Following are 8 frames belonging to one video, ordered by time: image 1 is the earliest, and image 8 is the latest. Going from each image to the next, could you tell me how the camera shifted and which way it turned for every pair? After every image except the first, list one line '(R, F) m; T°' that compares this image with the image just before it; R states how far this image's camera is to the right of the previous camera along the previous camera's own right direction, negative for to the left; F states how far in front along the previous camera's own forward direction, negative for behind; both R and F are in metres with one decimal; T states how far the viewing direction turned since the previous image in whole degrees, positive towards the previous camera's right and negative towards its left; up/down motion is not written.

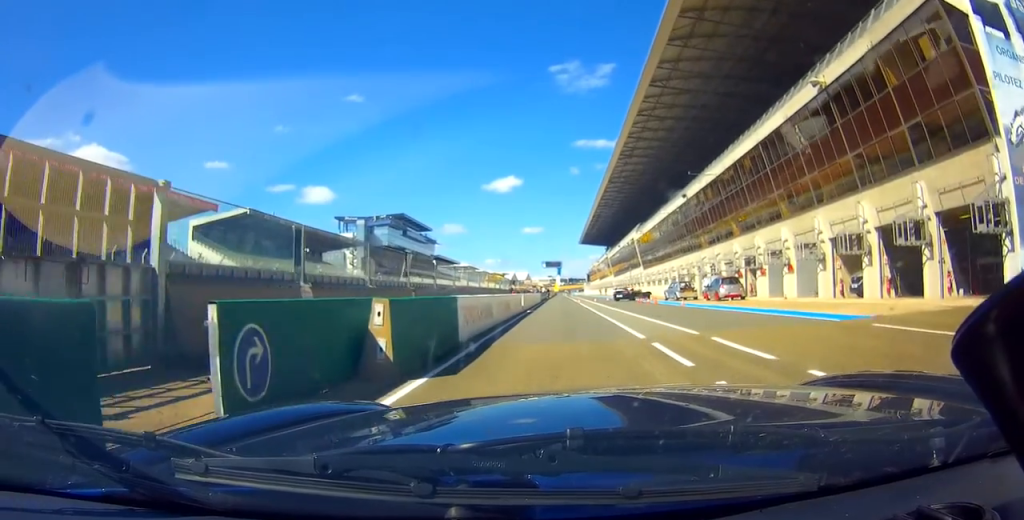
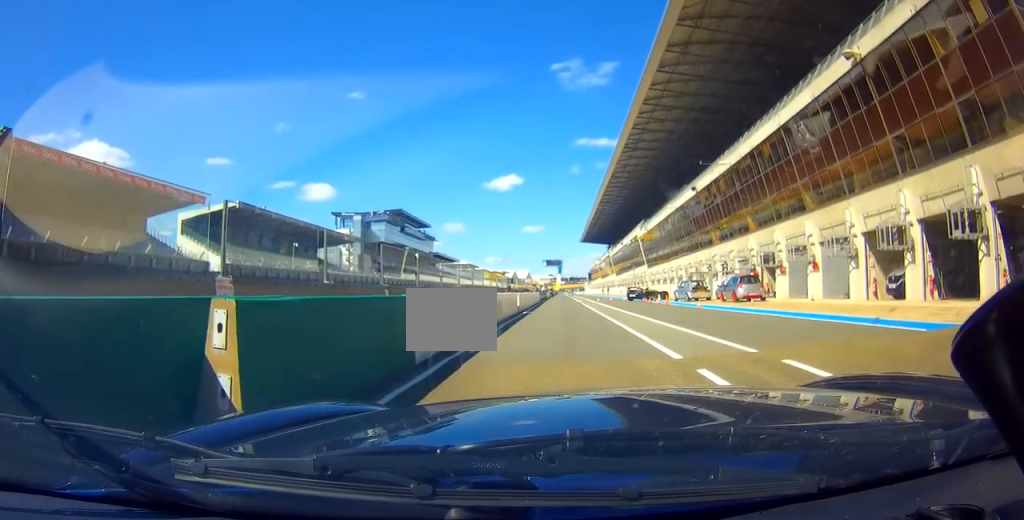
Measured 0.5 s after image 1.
(0.0, +3.4) m; 0°
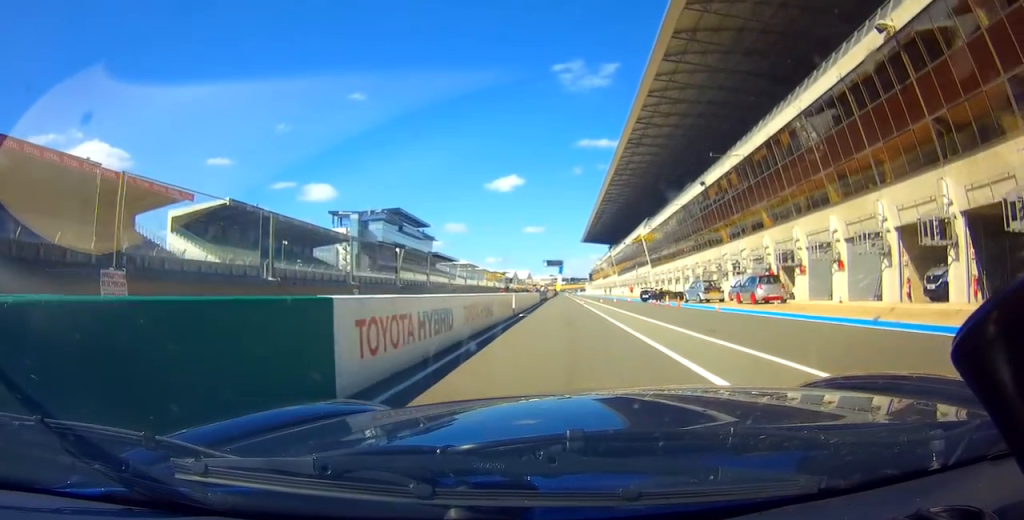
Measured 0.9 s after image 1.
(0.0, +2.8) m; 0°
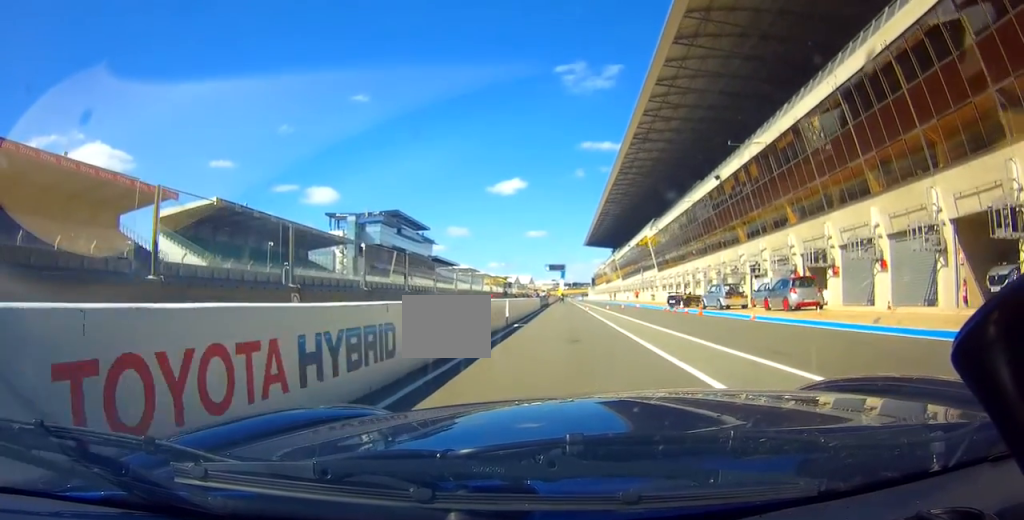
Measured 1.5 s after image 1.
(0.0, +3.8) m; +1°
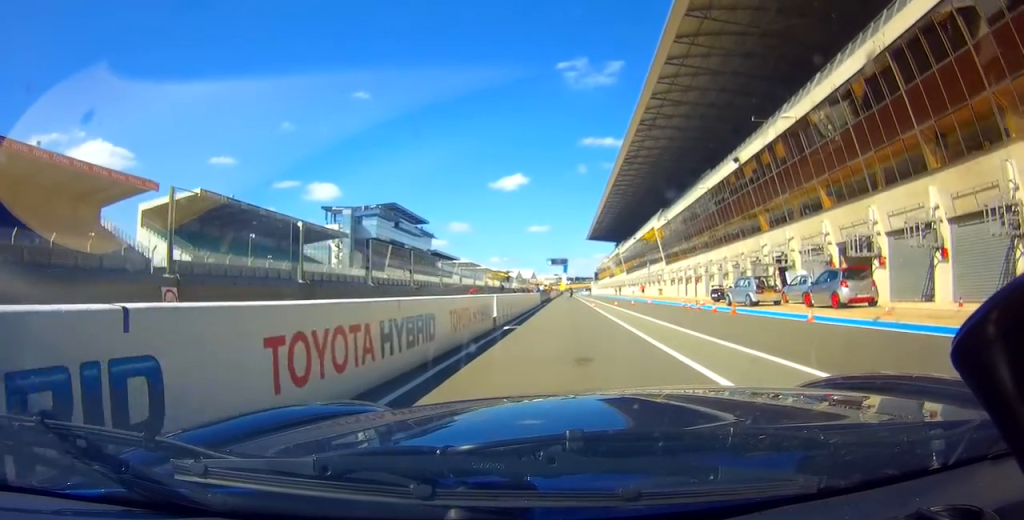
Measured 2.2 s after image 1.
(-0.1, +4.4) m; +1°
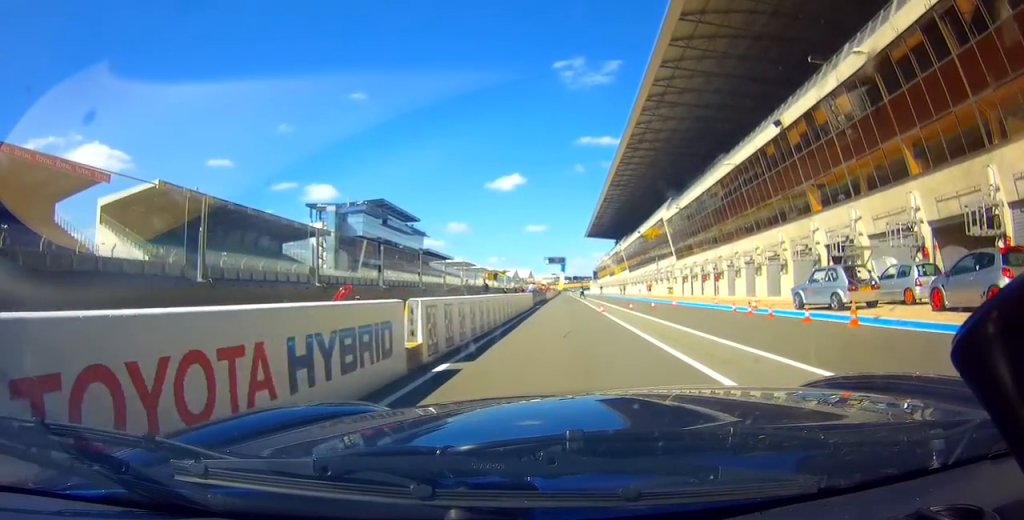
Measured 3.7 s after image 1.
(+0.3, +8.4) m; +2°
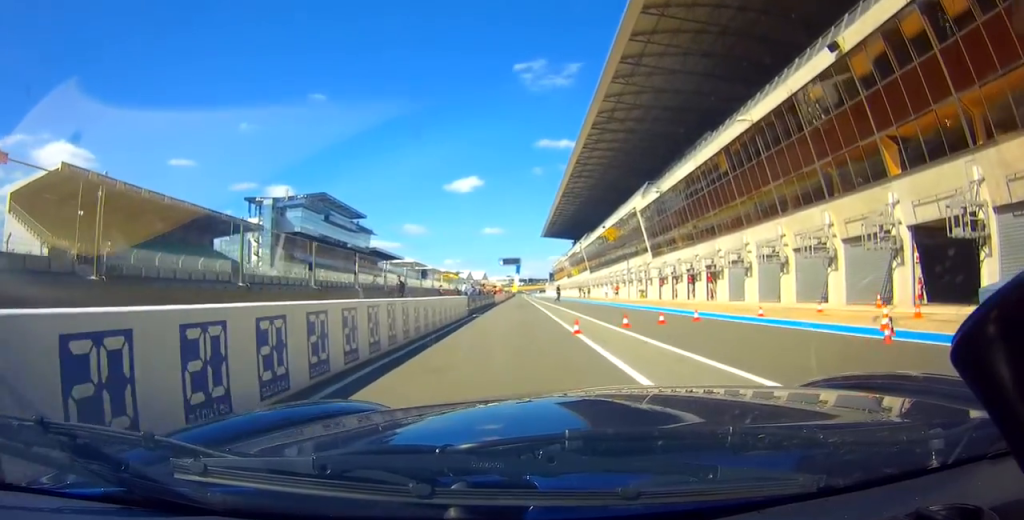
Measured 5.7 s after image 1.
(+0.8, +11.0) m; +16°
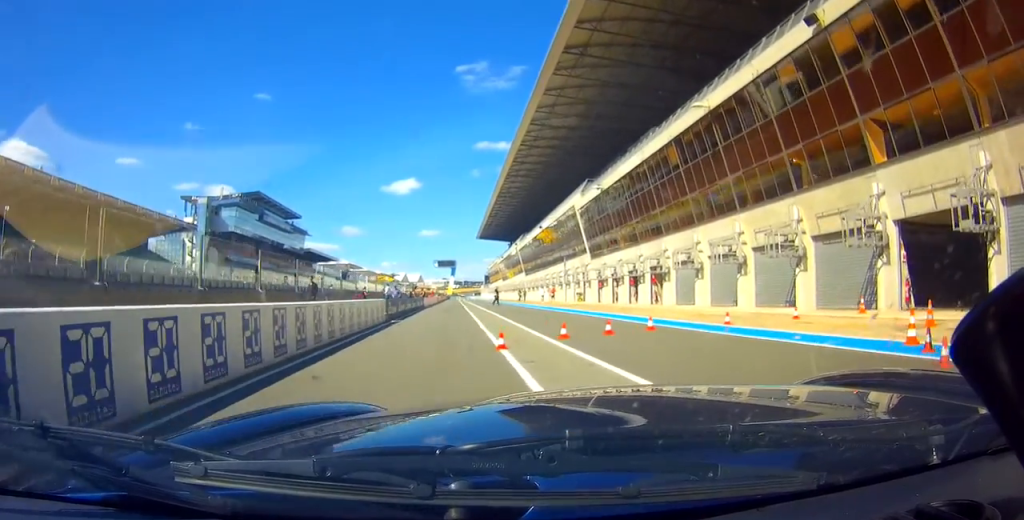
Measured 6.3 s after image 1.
(+0.1, +2.7) m; +9°
